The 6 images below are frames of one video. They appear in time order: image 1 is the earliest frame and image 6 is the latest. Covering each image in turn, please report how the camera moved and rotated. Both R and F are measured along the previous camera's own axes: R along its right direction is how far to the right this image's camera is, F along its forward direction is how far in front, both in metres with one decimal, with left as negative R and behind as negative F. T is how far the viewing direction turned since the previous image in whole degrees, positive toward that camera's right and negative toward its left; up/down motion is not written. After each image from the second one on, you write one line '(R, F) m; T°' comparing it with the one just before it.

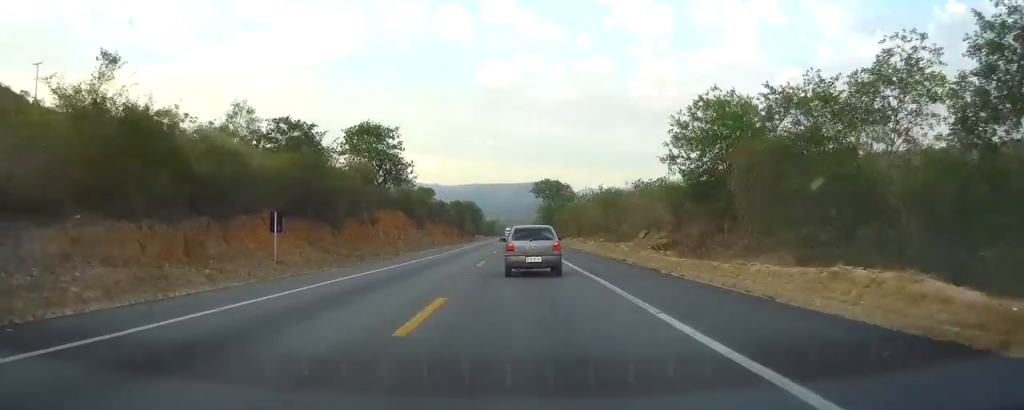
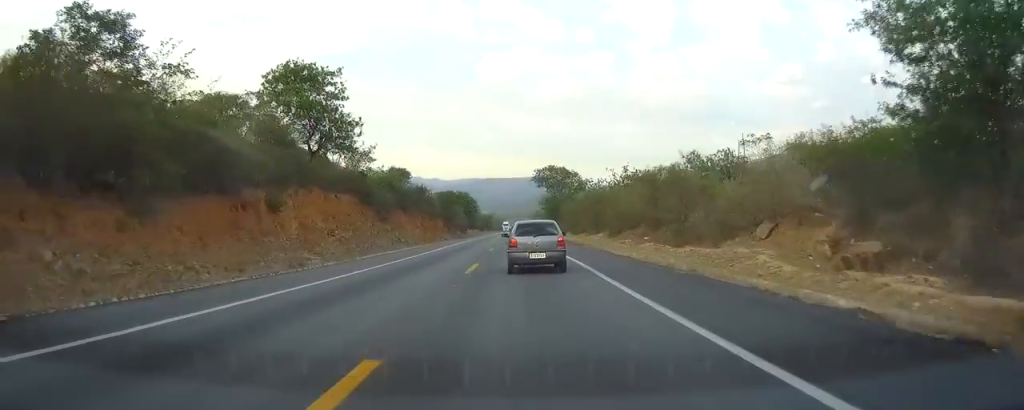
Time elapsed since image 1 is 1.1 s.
(+0.1, +24.1) m; 0°
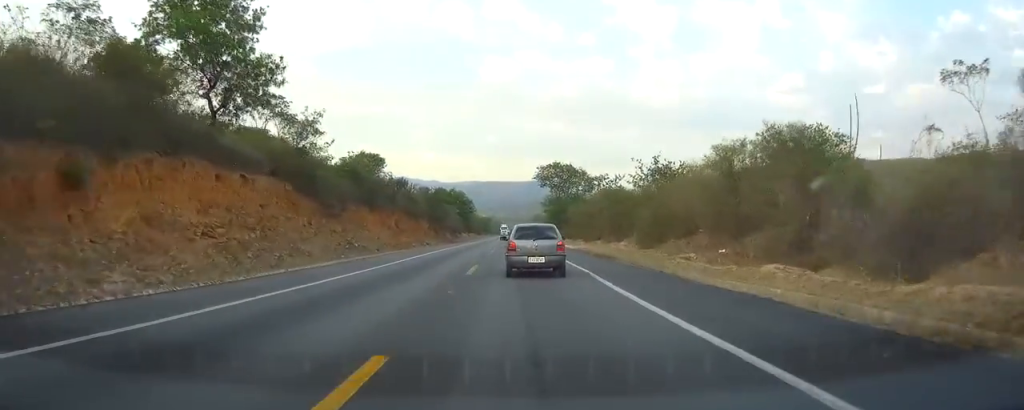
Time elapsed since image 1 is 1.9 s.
(0.0, +17.1) m; 0°
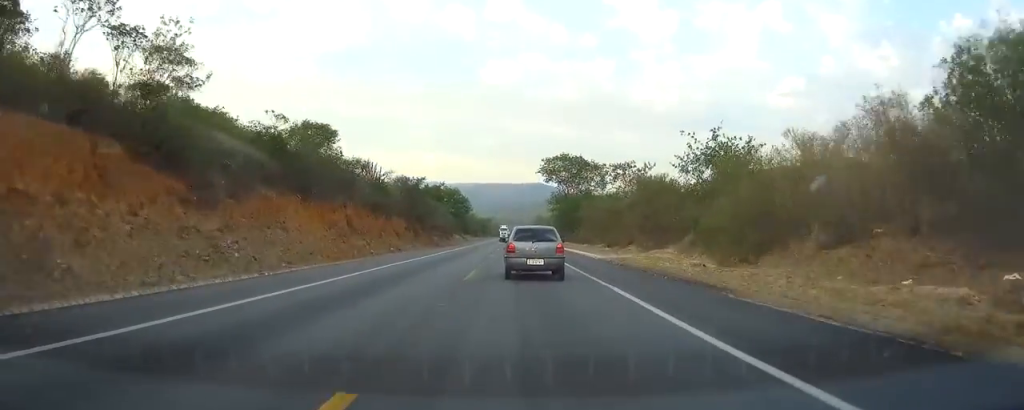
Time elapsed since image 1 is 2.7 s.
(0.0, +18.9) m; 0°
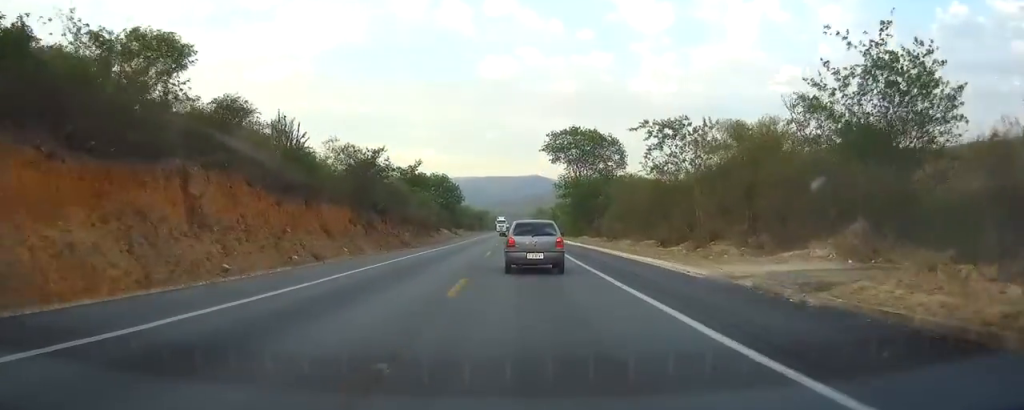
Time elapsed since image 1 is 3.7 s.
(-0.1, +23.0) m; 0°
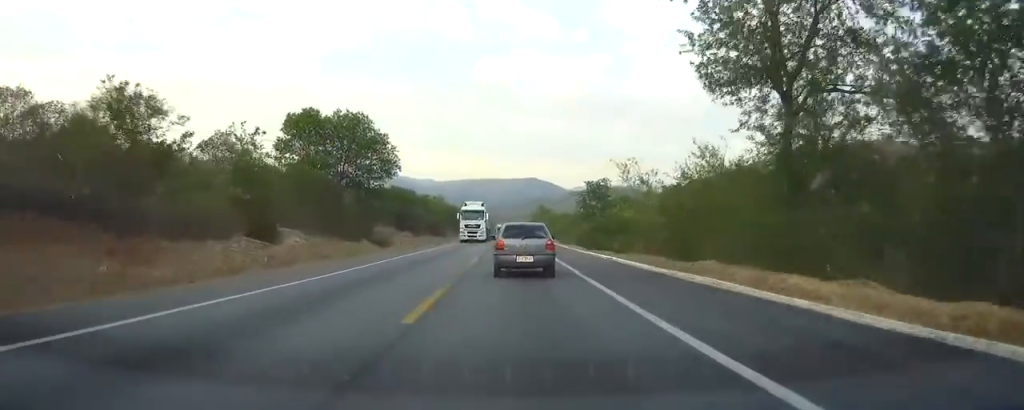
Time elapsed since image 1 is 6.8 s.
(+0.9, +74.9) m; +1°
